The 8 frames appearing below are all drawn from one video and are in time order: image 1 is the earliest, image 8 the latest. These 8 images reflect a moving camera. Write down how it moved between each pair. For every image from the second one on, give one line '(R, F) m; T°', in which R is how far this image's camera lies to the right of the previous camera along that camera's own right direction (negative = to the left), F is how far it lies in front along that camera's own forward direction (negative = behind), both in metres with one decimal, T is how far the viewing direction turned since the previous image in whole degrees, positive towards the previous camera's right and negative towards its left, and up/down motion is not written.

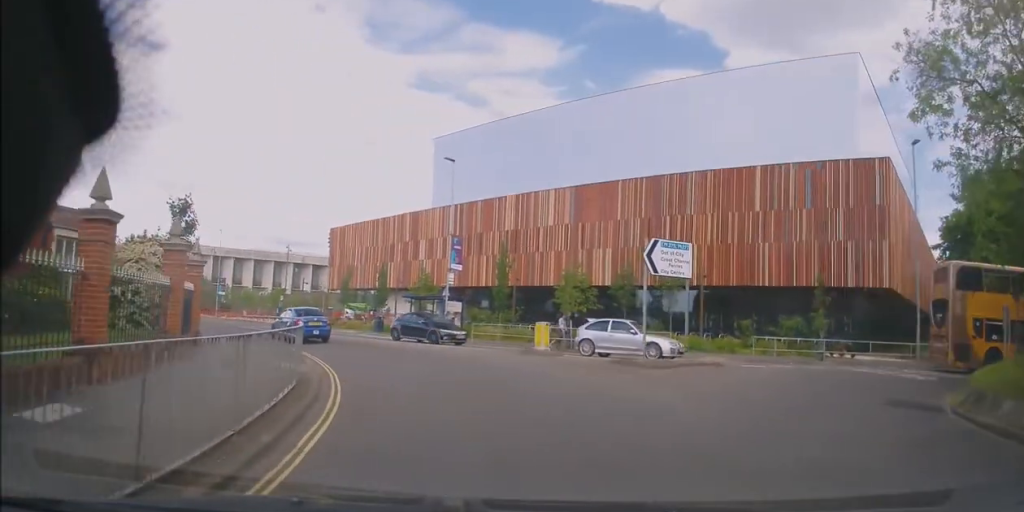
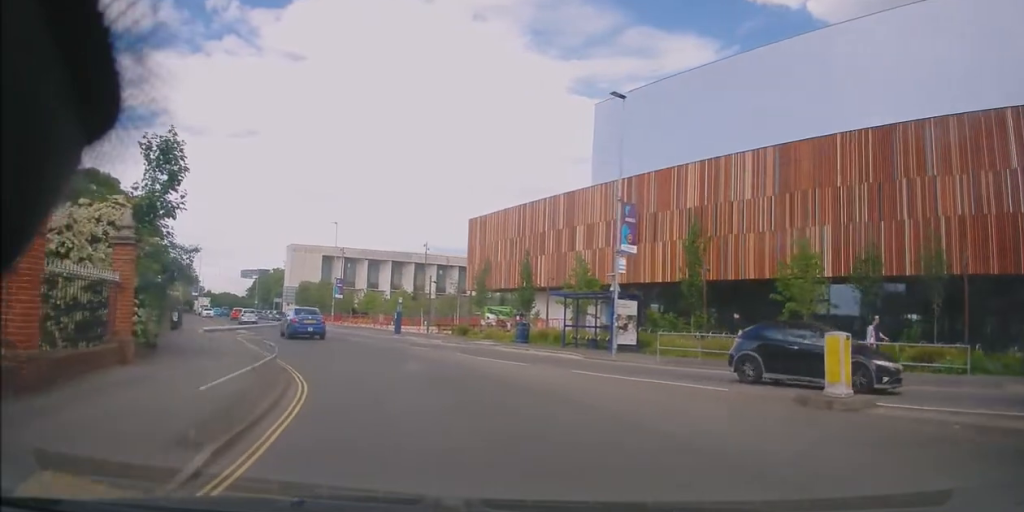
(-1.5, +11.1) m; -17°
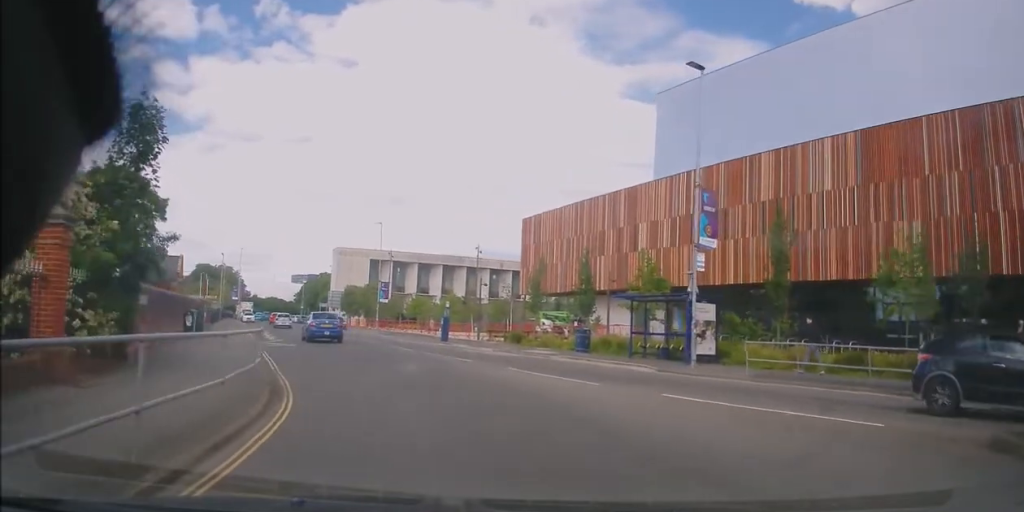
(-0.2, +3.5) m; -2°
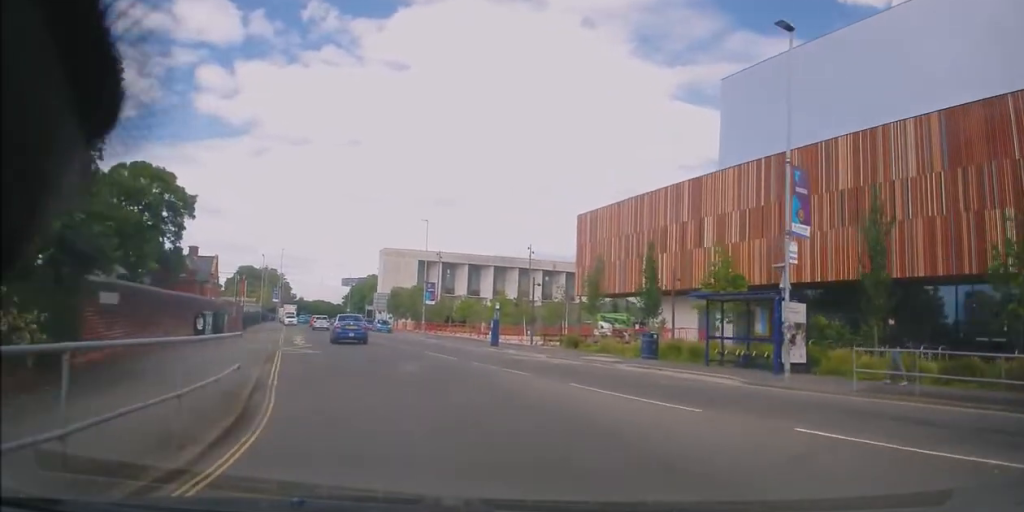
(-0.1, +3.2) m; -2°
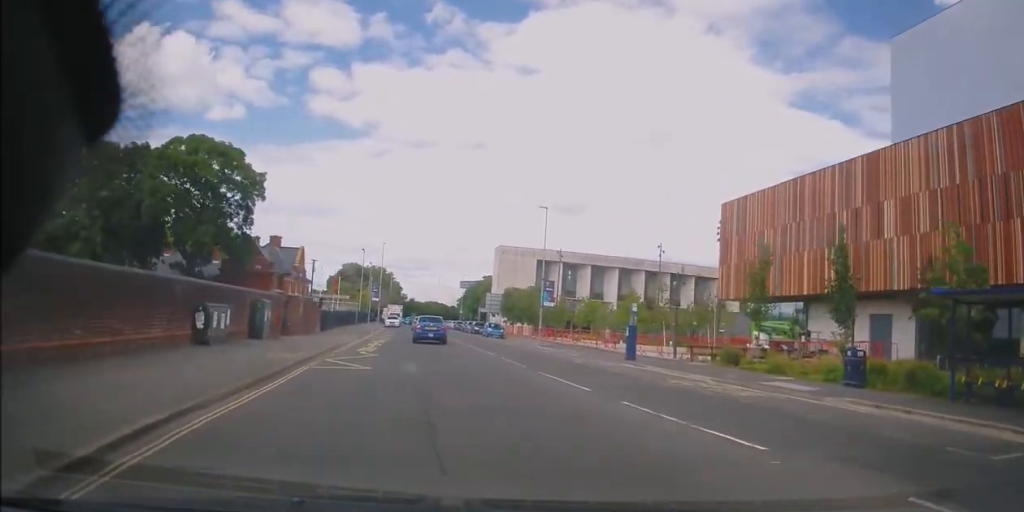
(-0.2, +7.7) m; -11°
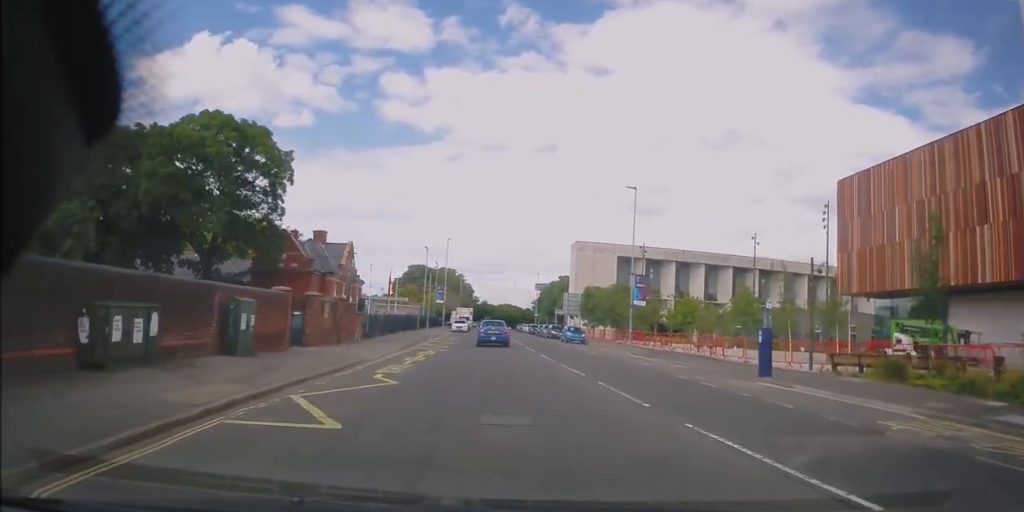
(-1.1, +7.3) m; -10°
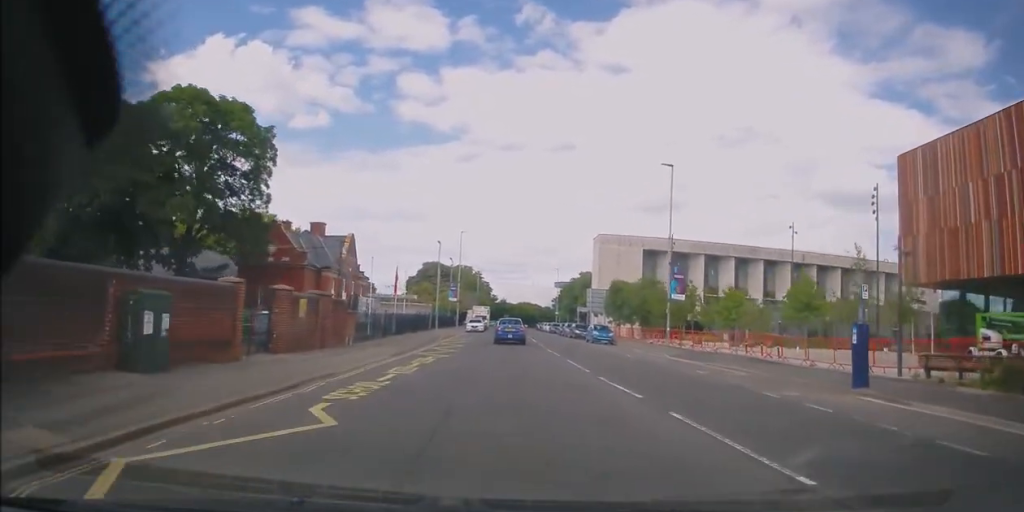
(-0.2, +5.3) m; 0°
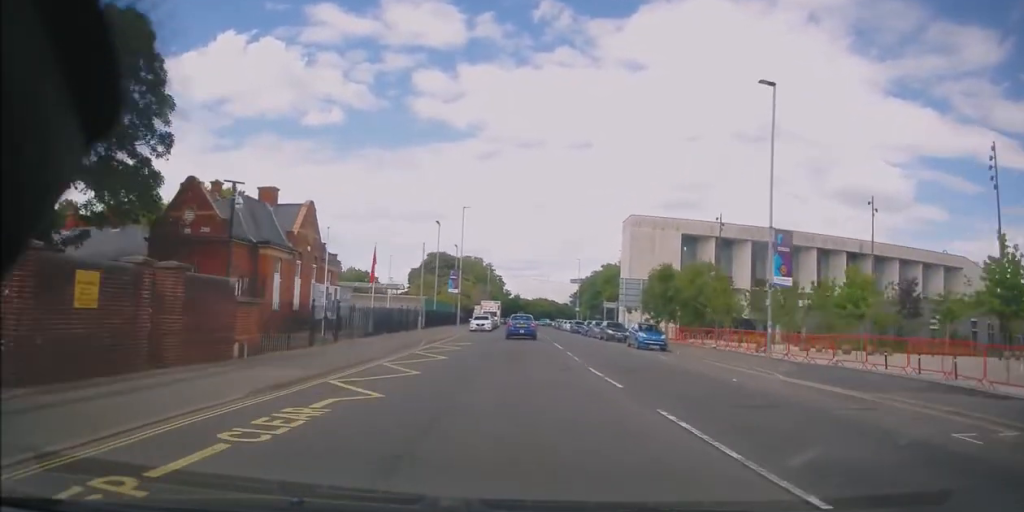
(+0.2, +12.4) m; 0°
